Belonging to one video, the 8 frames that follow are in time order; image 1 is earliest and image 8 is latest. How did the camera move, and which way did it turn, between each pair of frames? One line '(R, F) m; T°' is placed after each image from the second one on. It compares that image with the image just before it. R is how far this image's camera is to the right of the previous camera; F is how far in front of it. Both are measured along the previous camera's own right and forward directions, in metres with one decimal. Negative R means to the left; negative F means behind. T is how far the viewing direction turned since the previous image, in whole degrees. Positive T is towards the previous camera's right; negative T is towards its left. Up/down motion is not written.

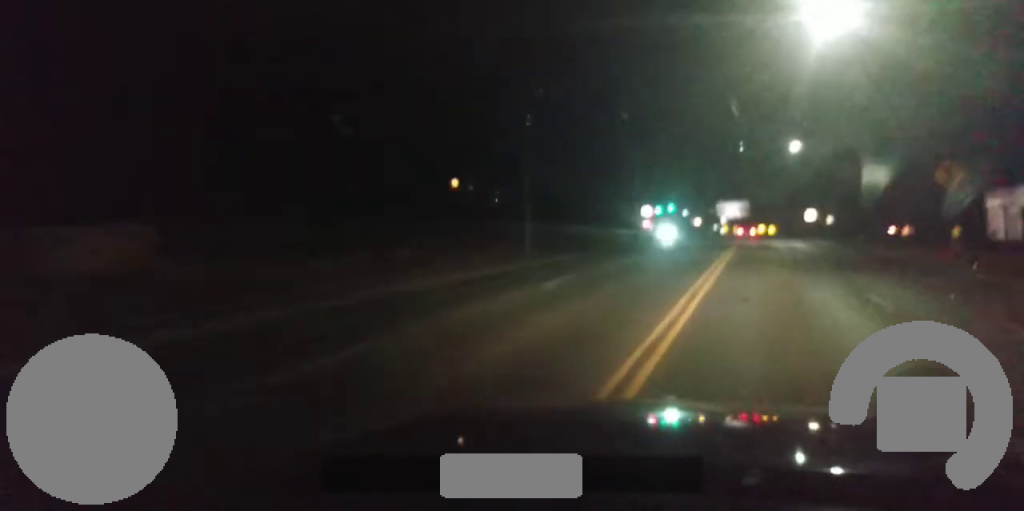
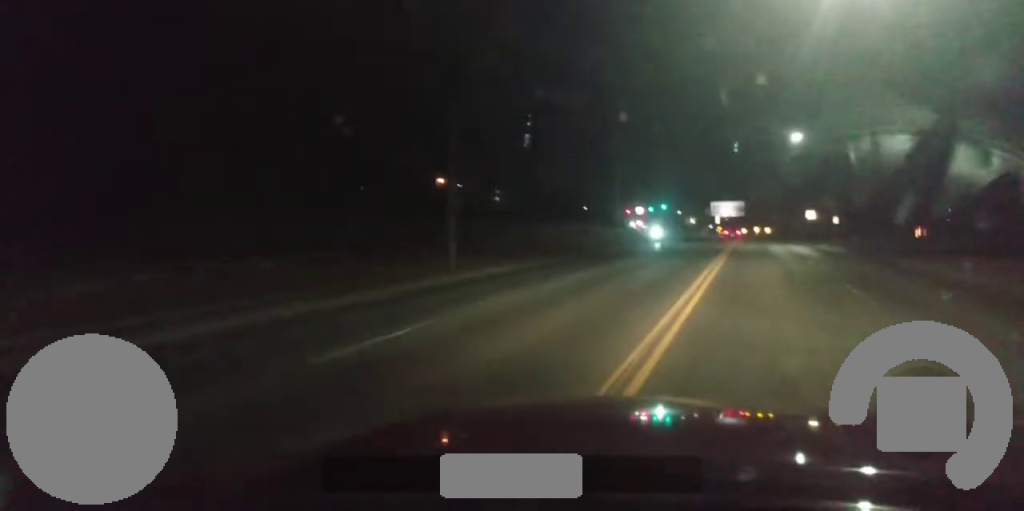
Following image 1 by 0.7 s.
(+0.2, +9.7) m; +1°
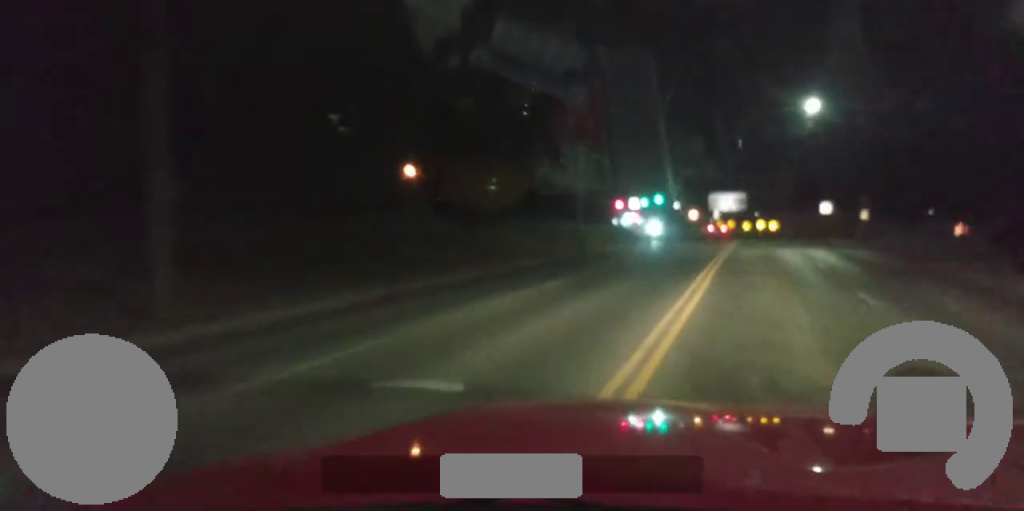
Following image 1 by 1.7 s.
(+0.2, +13.6) m; +2°
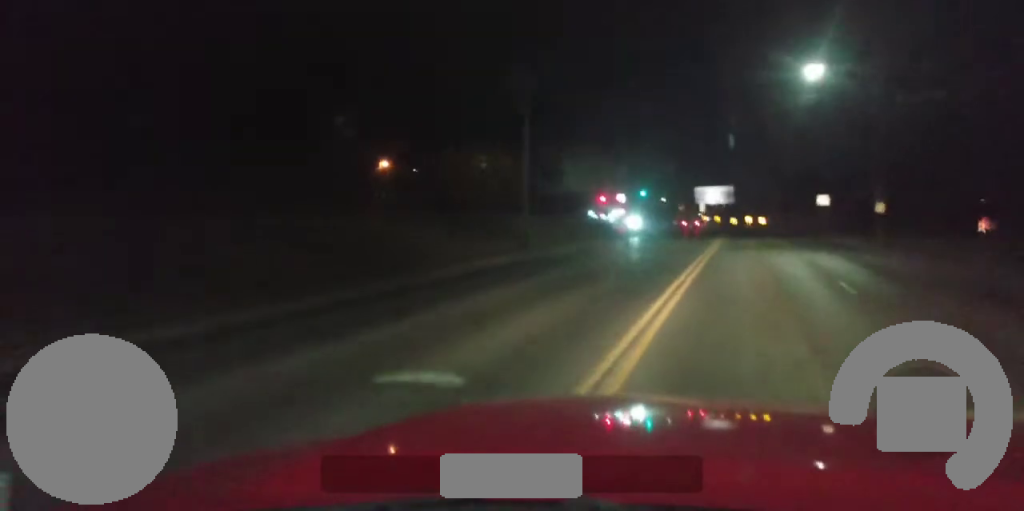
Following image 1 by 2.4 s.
(+0.2, +10.9) m; +2°
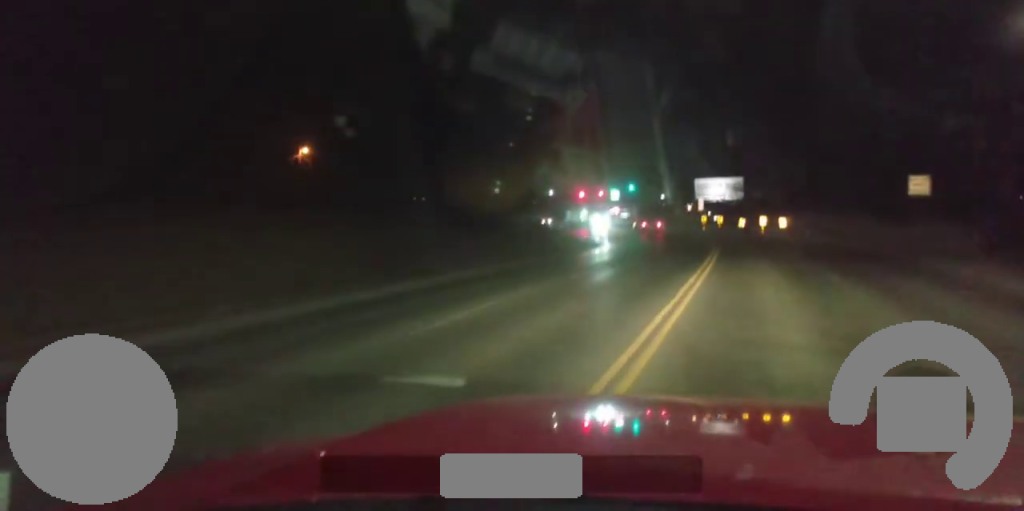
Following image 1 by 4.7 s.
(0.0, +33.2) m; -2°
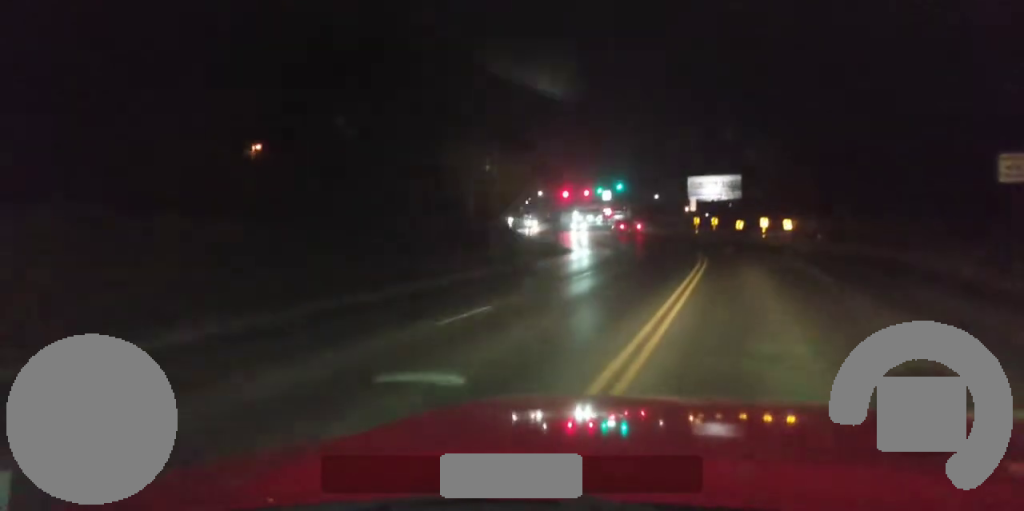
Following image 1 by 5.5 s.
(-0.1, +11.8) m; 0°
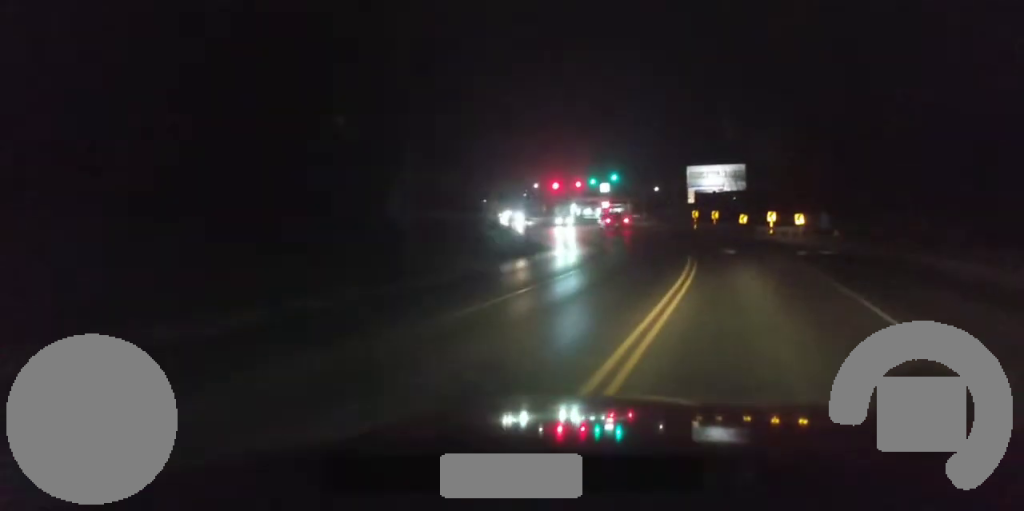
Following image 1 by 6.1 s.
(+0.1, +9.4) m; 0°
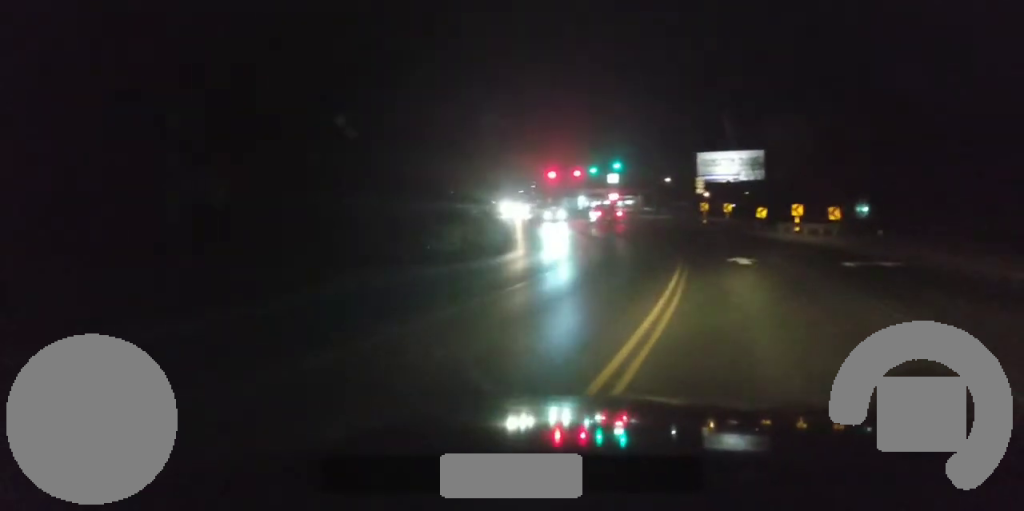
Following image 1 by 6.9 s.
(0.0, +11.4) m; 0°
